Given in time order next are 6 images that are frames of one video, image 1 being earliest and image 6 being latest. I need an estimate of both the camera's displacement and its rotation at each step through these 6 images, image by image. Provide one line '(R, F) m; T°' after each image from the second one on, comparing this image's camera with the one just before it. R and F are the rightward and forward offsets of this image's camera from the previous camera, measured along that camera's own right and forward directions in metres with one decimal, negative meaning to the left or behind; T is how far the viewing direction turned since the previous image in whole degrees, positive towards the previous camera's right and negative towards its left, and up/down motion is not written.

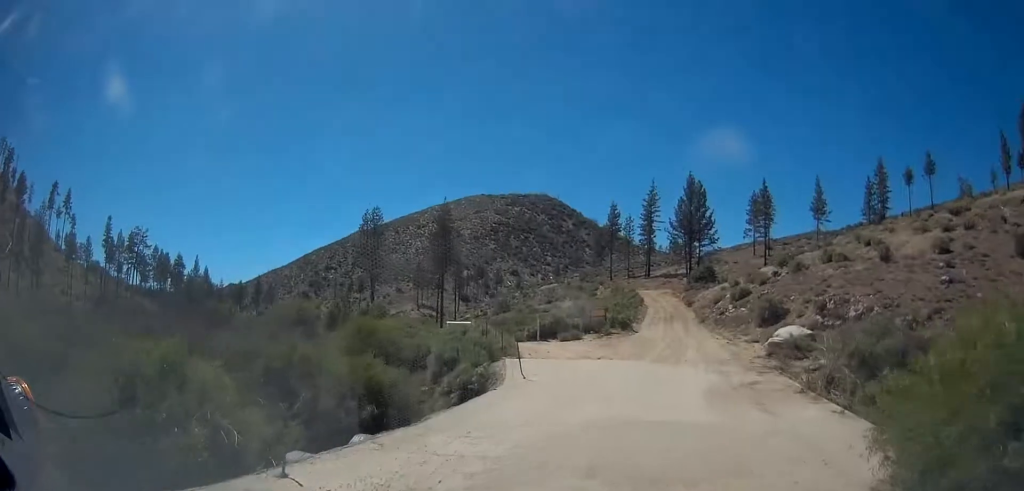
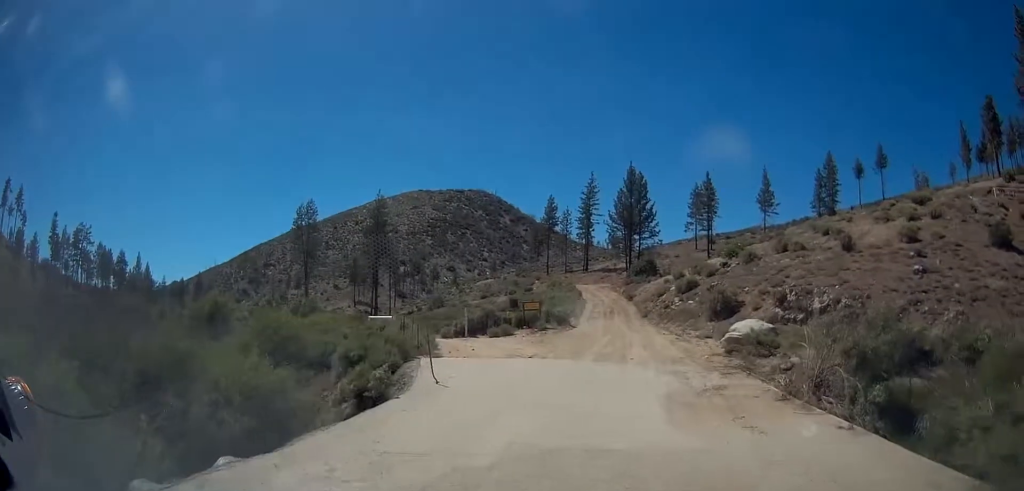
(+0.2, +3.4) m; +7°
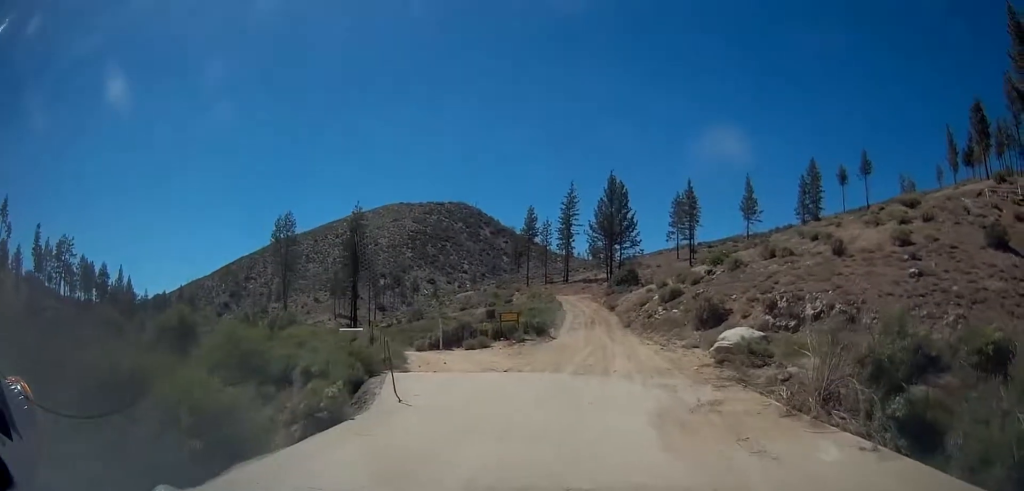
(0.0, +1.5) m; +2°
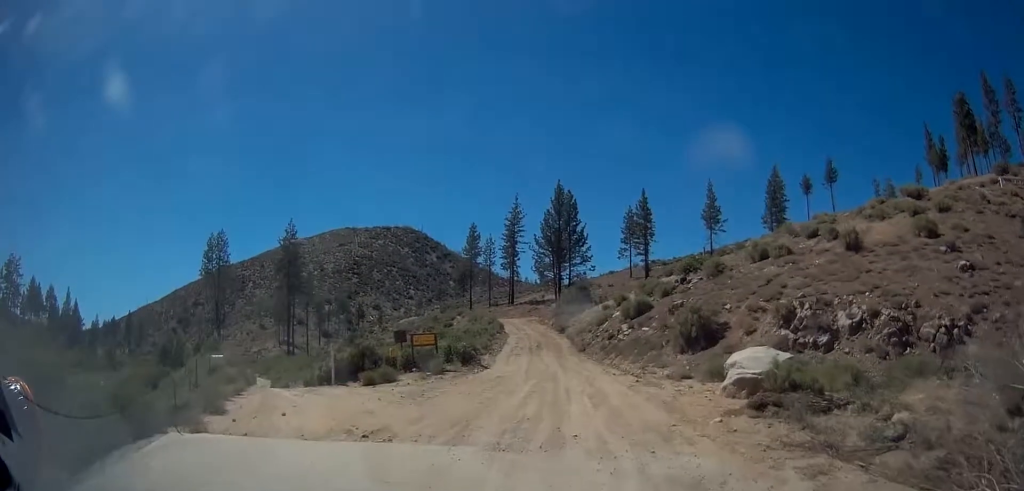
(+0.4, +9.4) m; +1°
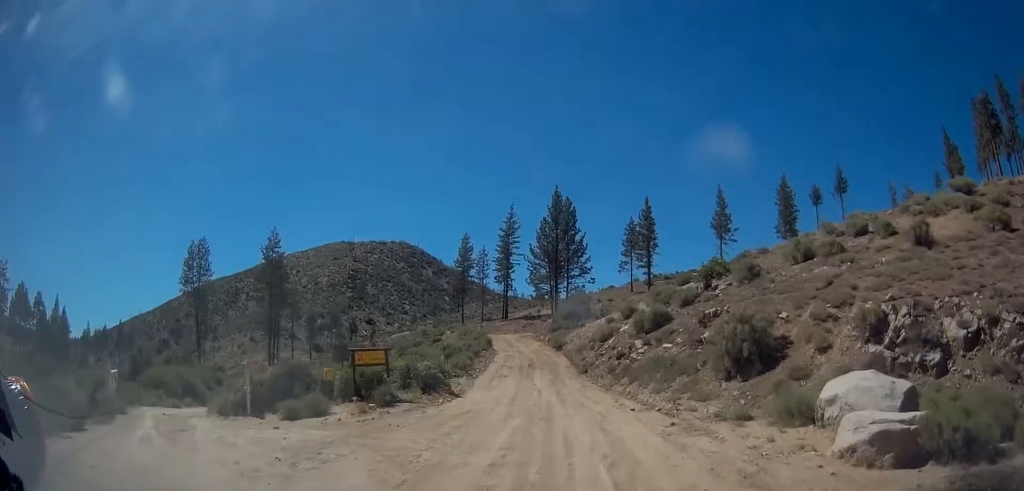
(-0.2, +7.4) m; -2°
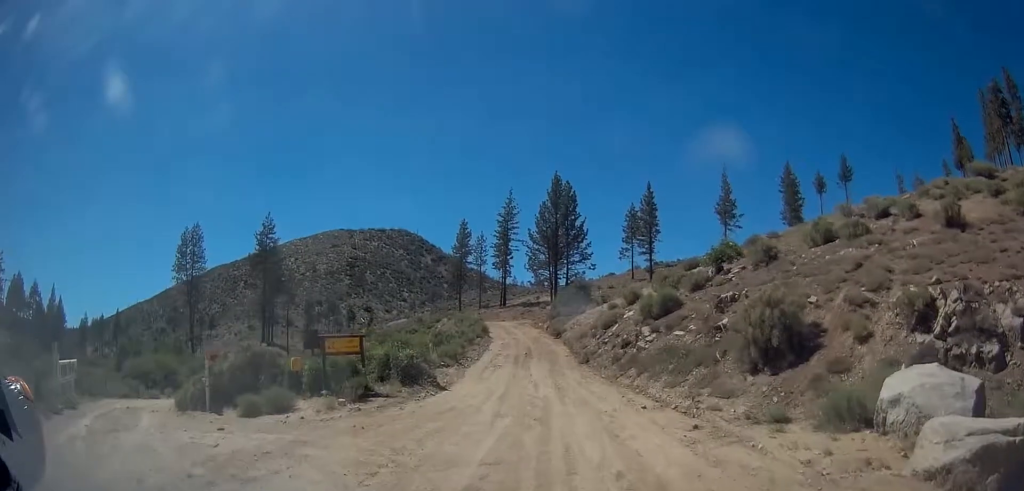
(+0.1, +2.5) m; +1°
